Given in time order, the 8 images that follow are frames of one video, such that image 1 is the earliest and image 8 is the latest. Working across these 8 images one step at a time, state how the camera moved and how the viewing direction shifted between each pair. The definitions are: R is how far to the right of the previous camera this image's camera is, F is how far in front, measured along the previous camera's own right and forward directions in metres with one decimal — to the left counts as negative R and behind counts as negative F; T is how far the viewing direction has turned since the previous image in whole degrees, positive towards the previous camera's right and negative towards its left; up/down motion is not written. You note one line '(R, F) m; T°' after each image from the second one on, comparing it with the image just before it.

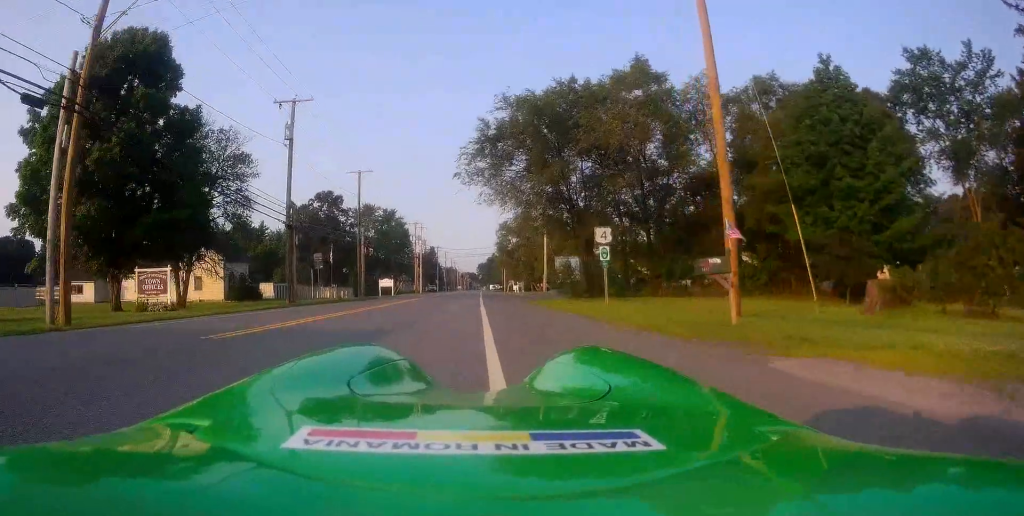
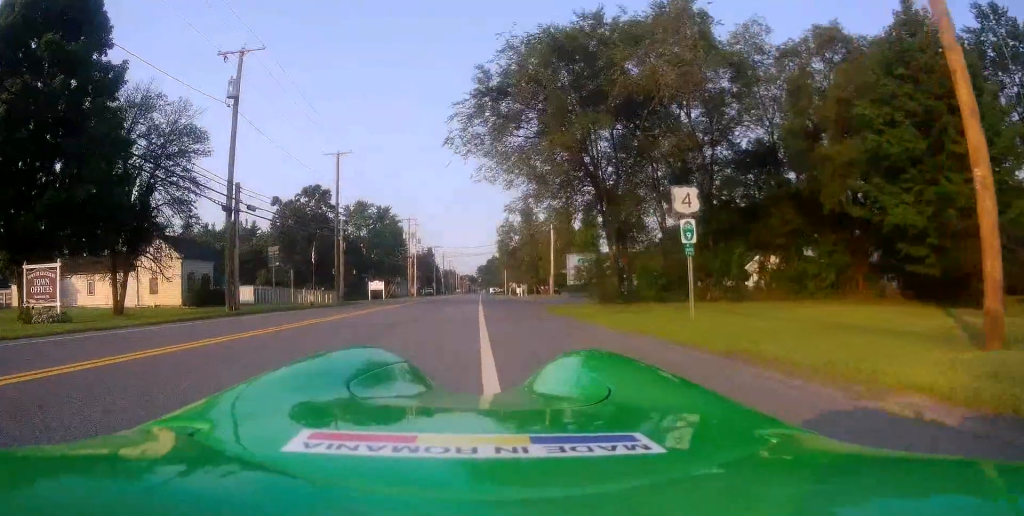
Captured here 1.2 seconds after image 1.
(0.0, +8.3) m; +1°
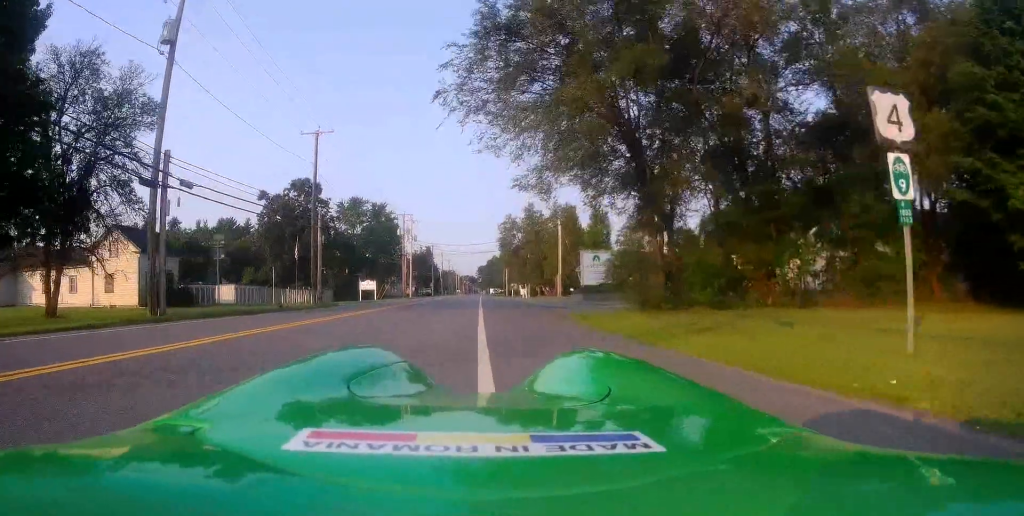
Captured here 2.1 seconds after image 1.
(+0.1, +6.5) m; +1°
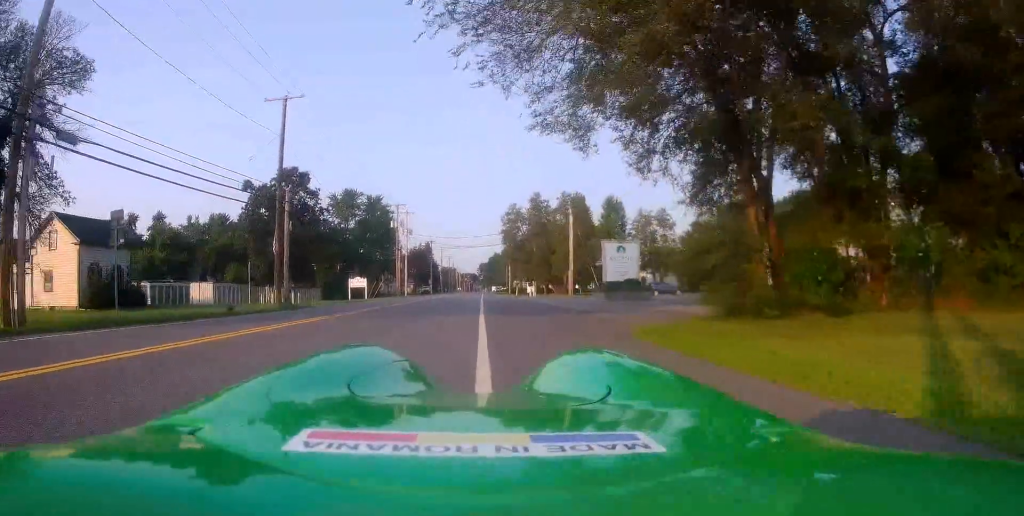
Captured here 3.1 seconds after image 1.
(+0.1, +7.4) m; -1°
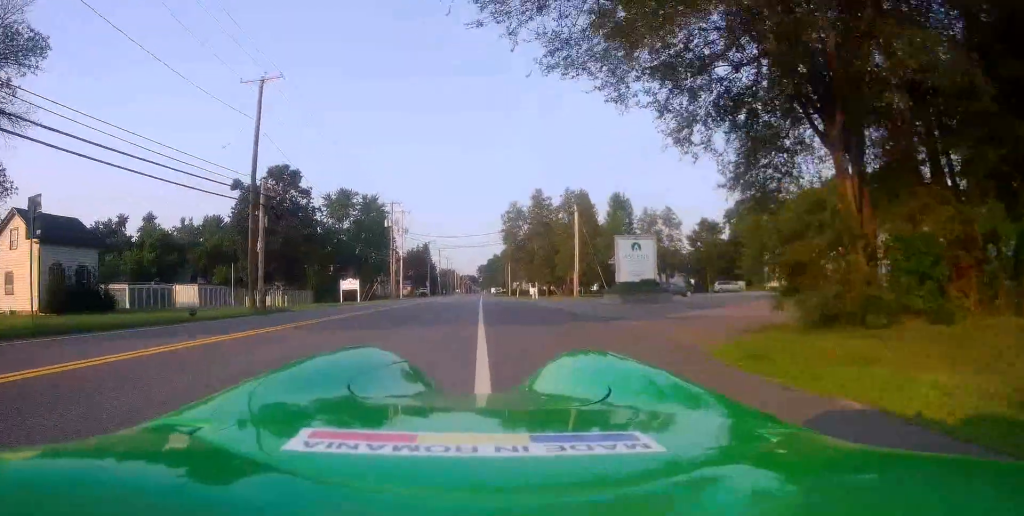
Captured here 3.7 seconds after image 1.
(-0.1, +3.9) m; -1°
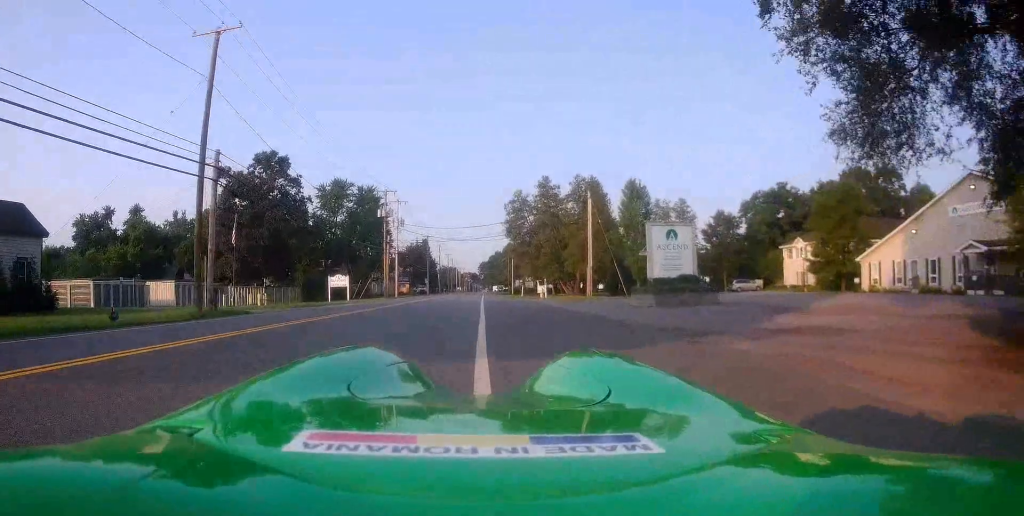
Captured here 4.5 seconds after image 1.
(0.0, +6.0) m; +1°
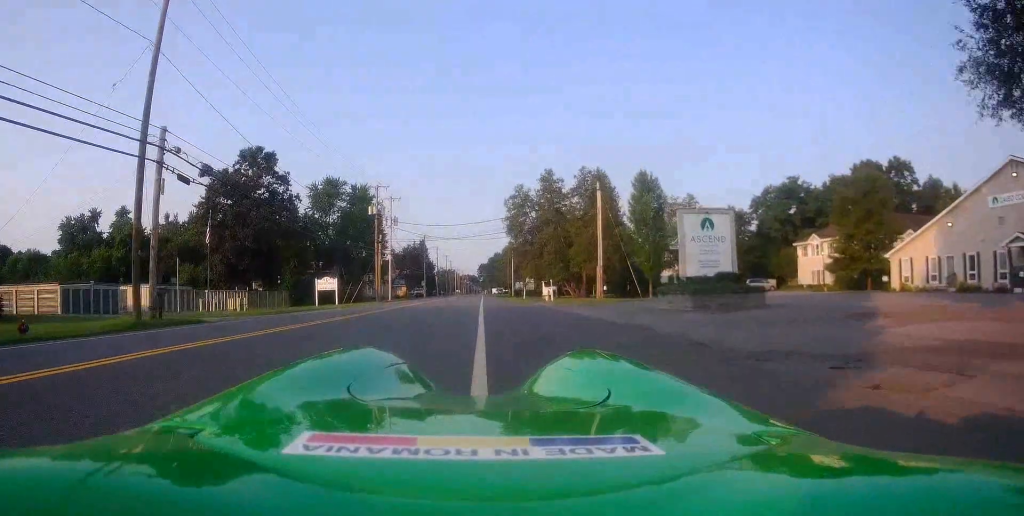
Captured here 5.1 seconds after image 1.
(+0.1, +4.4) m; +2°
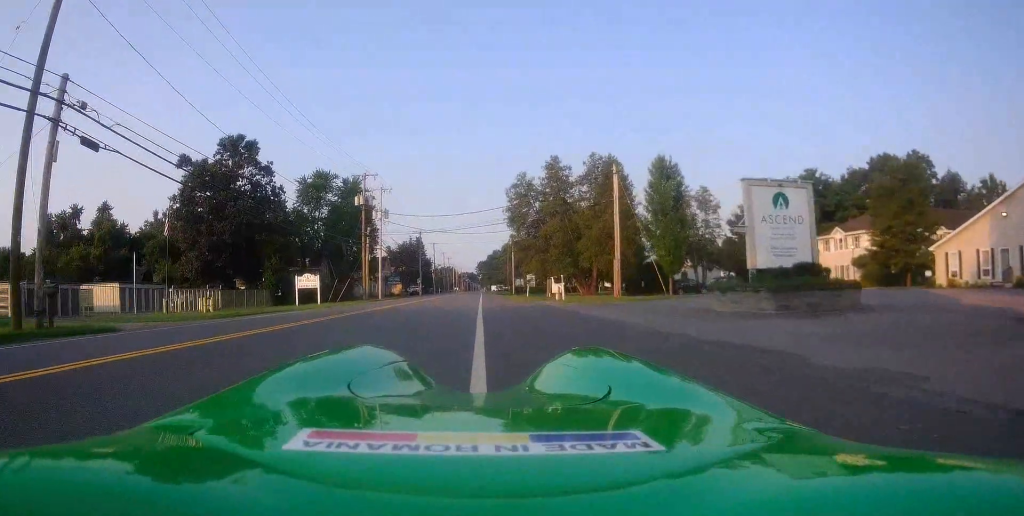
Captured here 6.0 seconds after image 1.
(+0.1, +6.0) m; +1°
